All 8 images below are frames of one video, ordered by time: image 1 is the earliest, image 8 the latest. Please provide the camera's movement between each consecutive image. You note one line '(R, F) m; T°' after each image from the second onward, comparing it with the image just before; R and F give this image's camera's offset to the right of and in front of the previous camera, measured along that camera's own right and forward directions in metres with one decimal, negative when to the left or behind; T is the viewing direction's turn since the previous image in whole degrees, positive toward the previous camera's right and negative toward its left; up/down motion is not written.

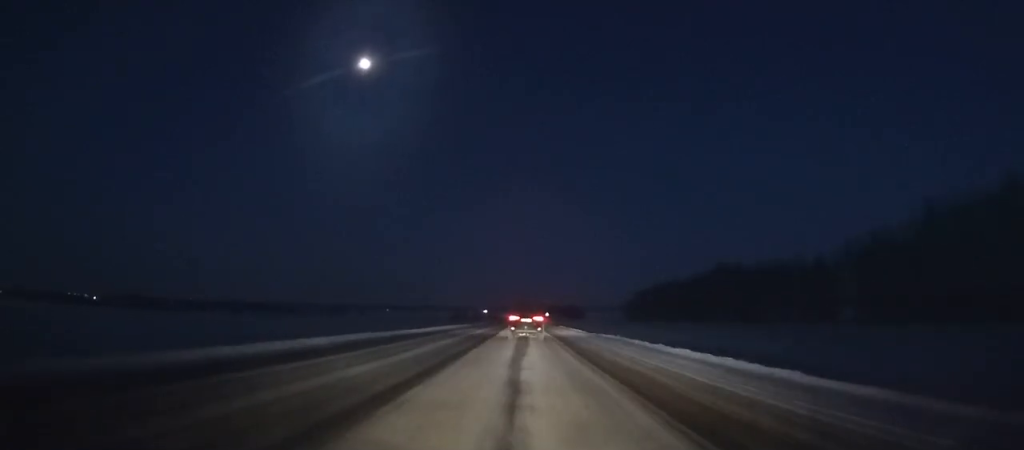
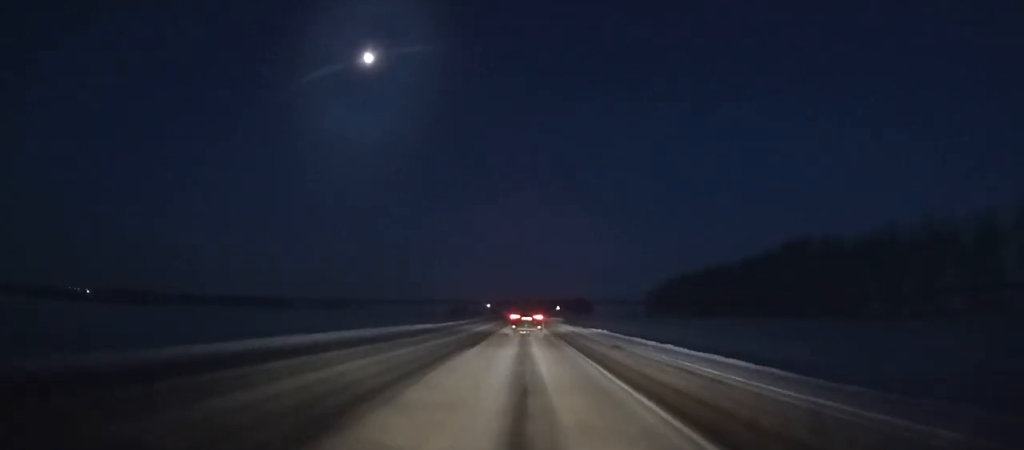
(0.0, +43.1) m; 0°
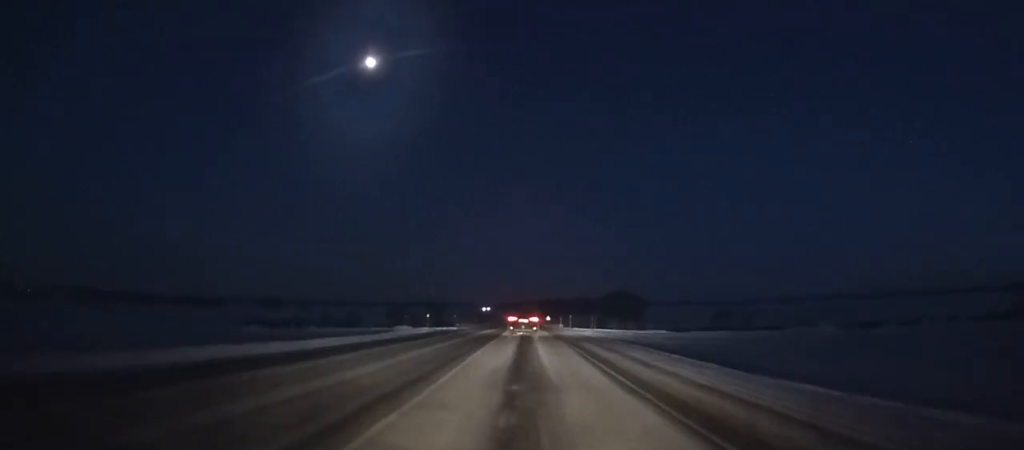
(+0.4, +233.2) m; 0°
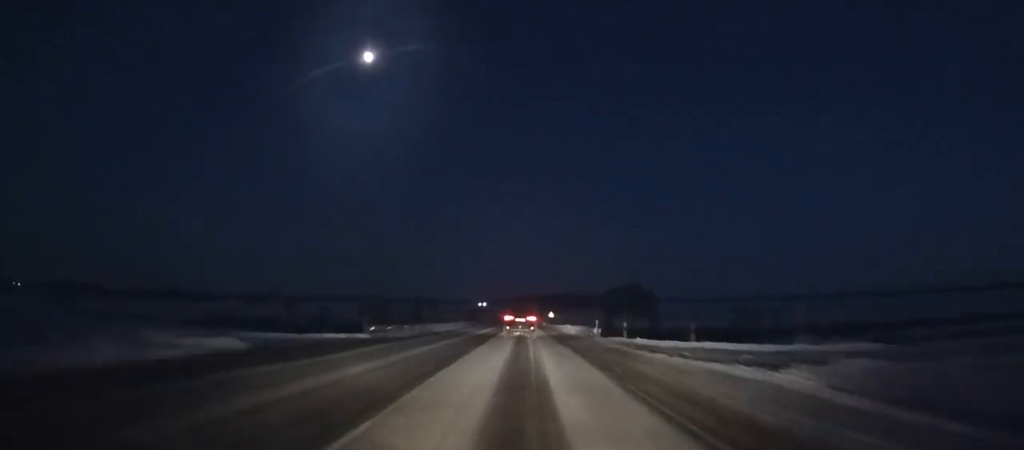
(-0.1, +37.1) m; 0°
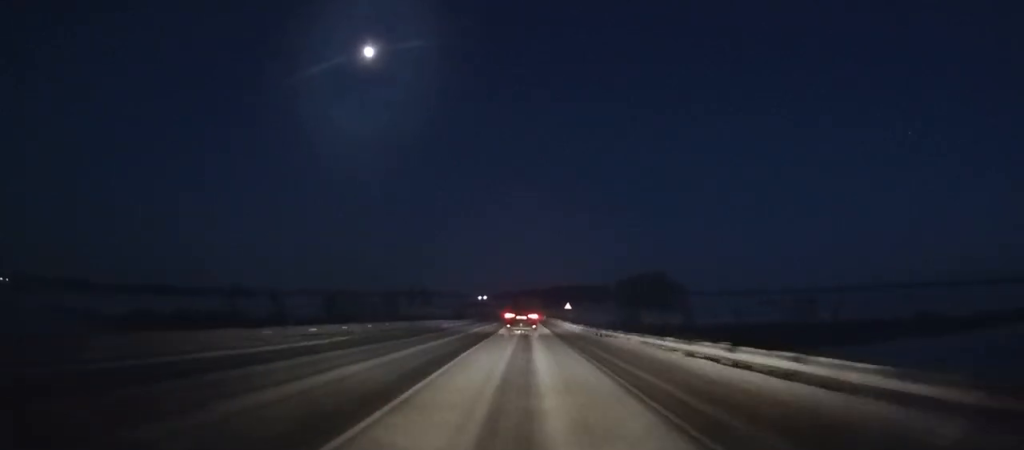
(0.0, +46.6) m; 0°
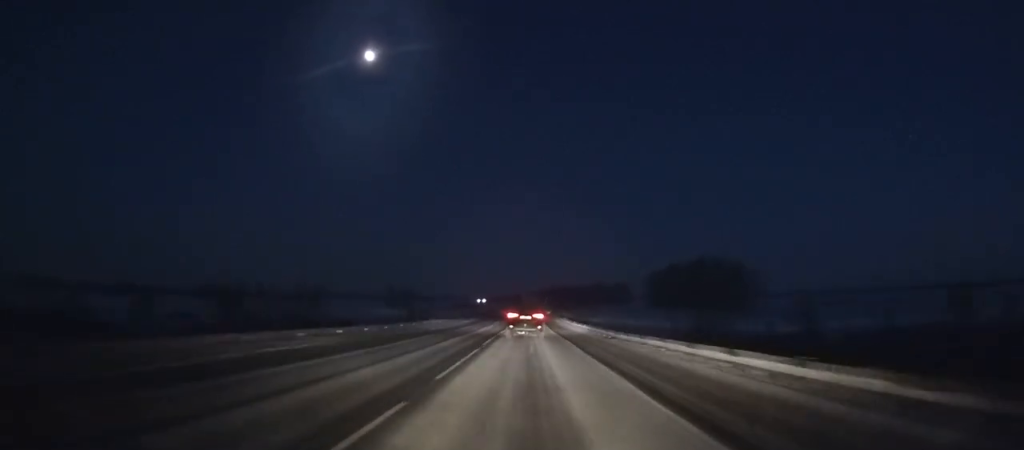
(+0.2, +77.0) m; 0°
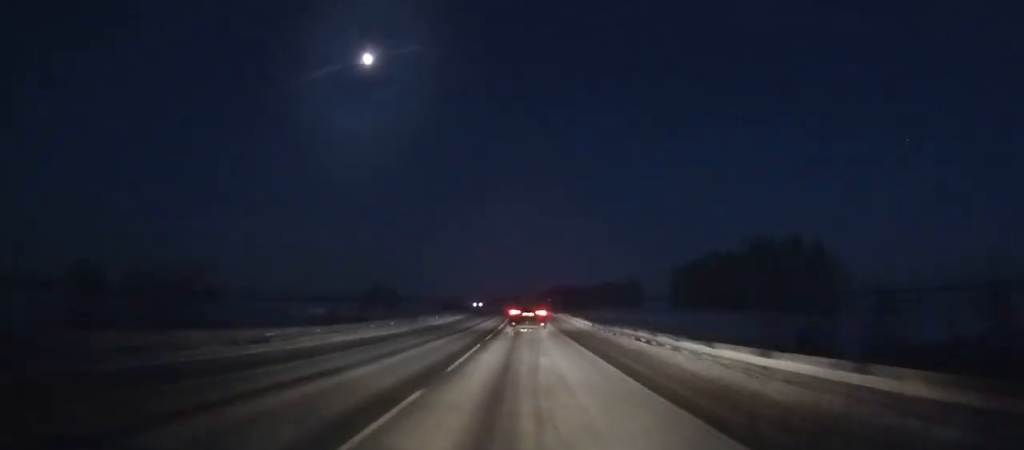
(-0.1, +46.5) m; 0°
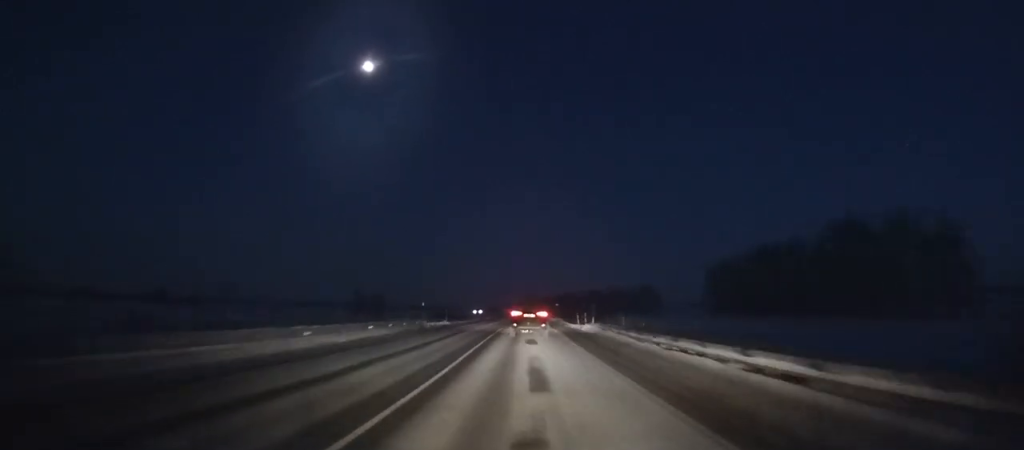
(-0.1, +37.2) m; 0°
